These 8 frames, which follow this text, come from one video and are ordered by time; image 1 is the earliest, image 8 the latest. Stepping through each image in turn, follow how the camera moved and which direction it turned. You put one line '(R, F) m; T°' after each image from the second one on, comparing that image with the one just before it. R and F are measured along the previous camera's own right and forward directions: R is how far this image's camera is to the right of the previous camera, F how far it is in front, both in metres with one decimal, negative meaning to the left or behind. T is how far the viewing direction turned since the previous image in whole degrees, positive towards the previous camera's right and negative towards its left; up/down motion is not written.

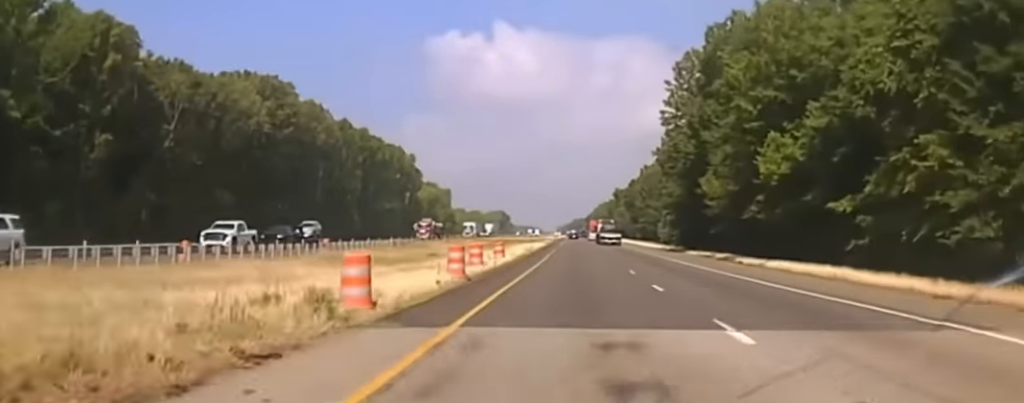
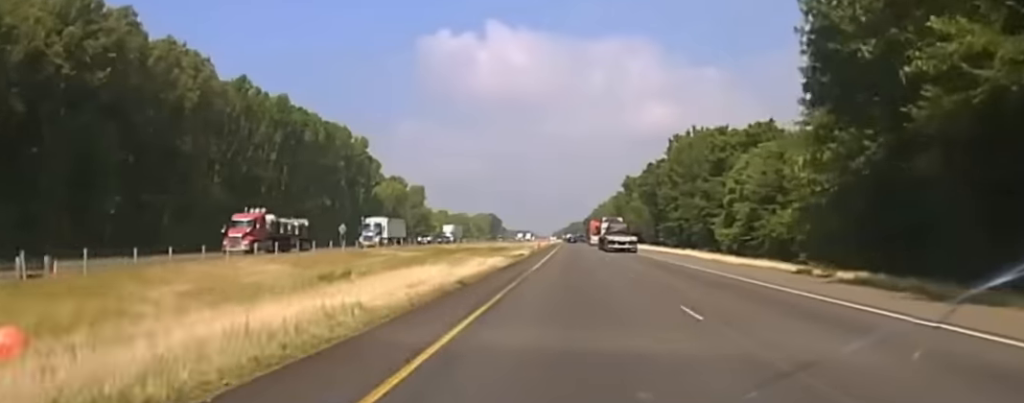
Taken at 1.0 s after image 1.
(+0.3, +68.8) m; 0°
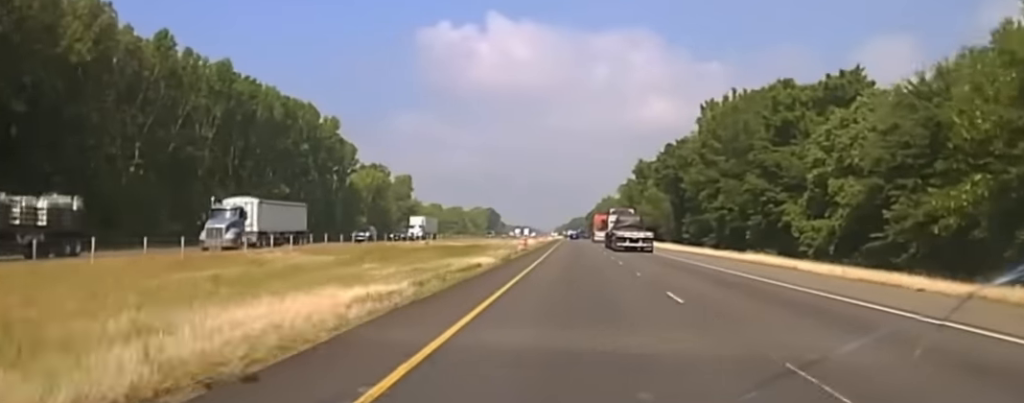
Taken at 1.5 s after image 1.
(0.0, +35.0) m; 0°
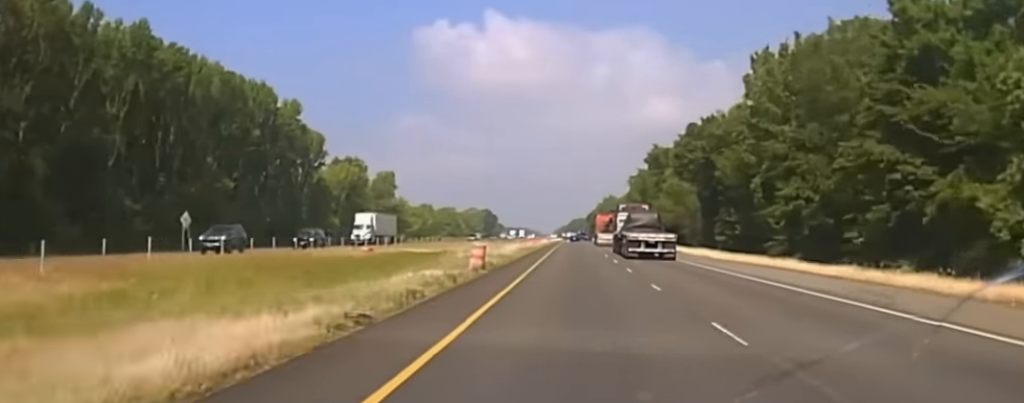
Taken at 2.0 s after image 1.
(0.0, +30.3) m; 0°
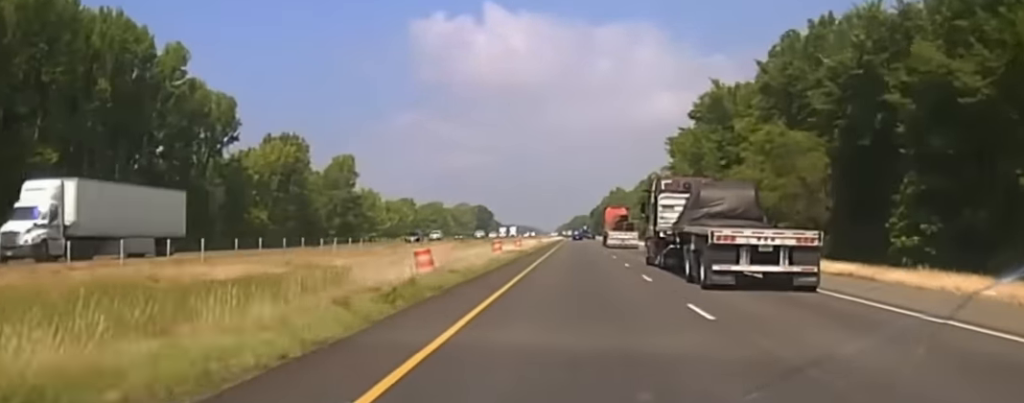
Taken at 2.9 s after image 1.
(0.0, +58.2) m; 0°
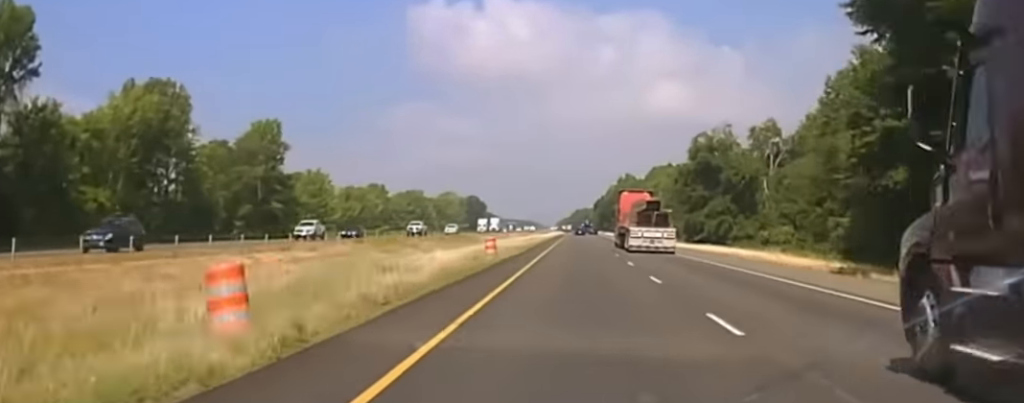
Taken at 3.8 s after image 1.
(0.0, +64.9) m; 0°
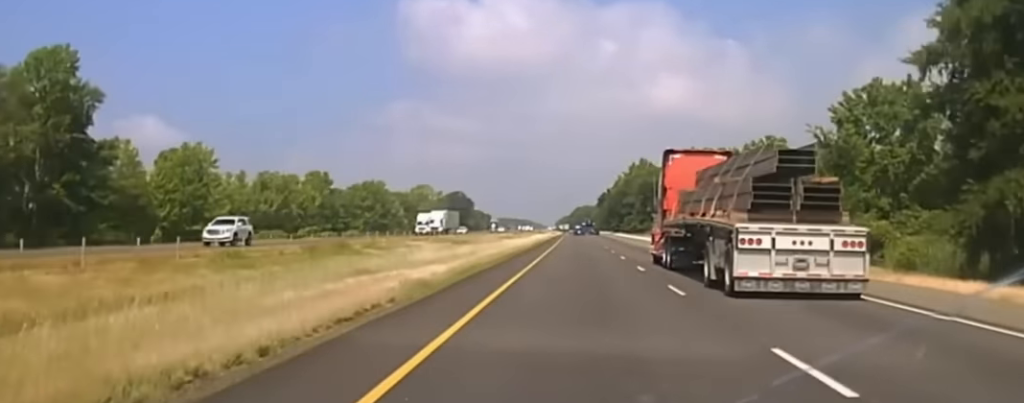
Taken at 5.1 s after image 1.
(+0.1, +78.2) m; 0°
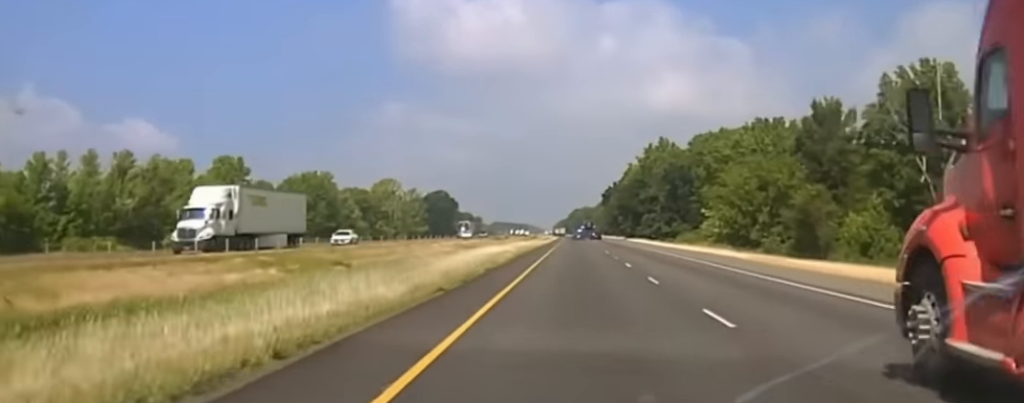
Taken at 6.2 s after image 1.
(-0.1, +69.7) m; 0°
